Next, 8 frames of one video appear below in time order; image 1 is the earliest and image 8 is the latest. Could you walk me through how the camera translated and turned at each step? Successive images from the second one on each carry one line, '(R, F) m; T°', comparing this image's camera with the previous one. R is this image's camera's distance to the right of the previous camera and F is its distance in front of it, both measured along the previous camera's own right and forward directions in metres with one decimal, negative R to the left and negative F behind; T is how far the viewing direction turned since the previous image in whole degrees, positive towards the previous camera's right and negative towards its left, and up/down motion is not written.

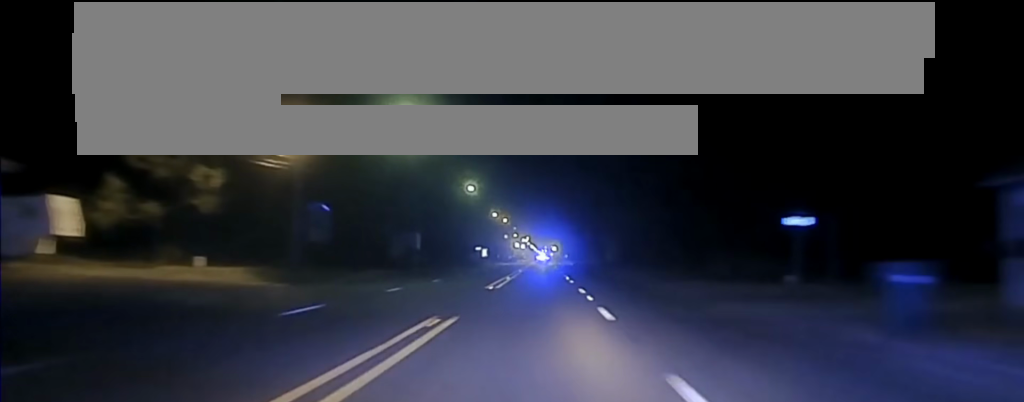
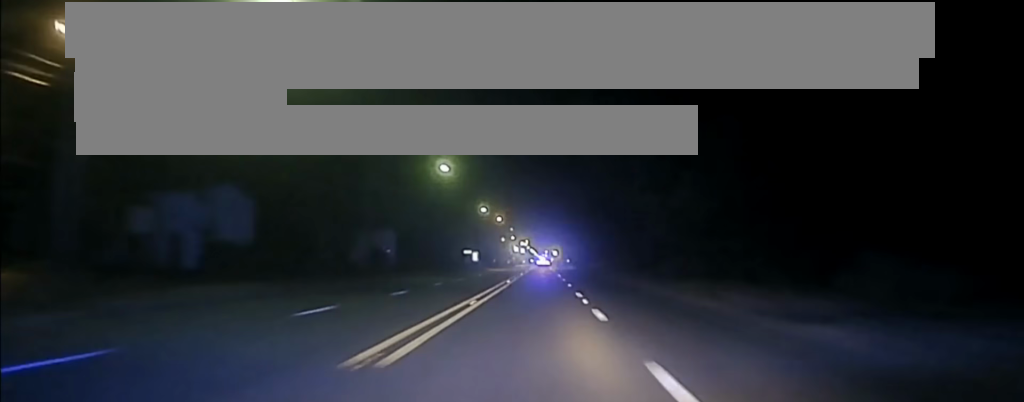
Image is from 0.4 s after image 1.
(0.0, +19.9) m; 0°
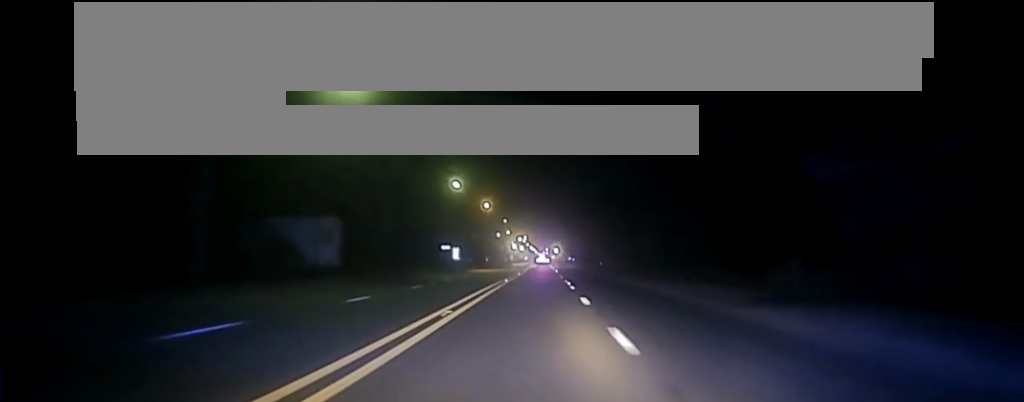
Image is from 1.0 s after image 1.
(-0.1, +31.0) m; 0°
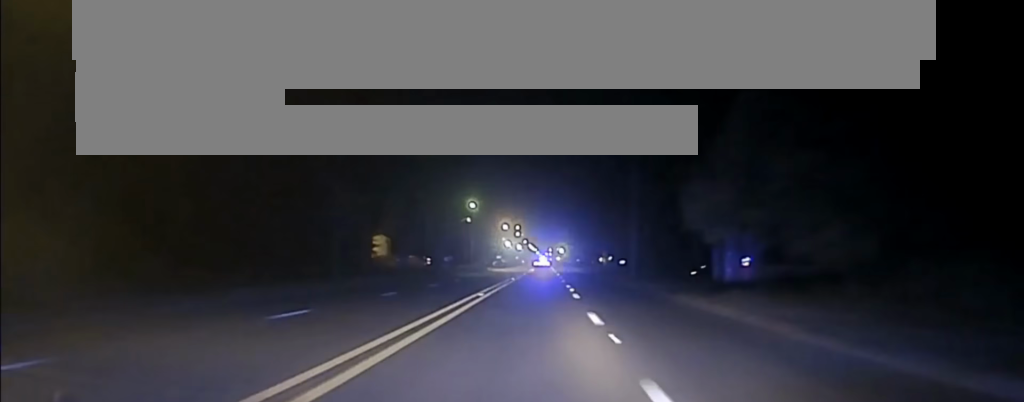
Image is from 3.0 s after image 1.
(-0.1, +117.2) m; 0°
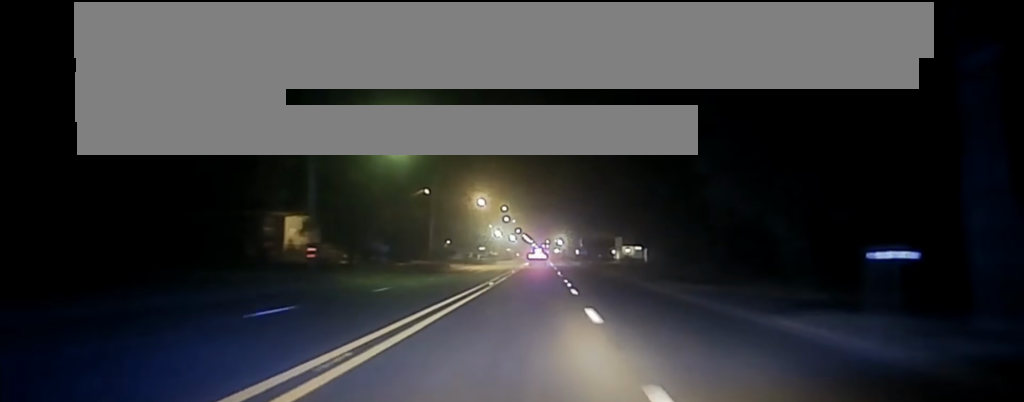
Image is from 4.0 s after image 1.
(0.0, +51.9) m; 0°
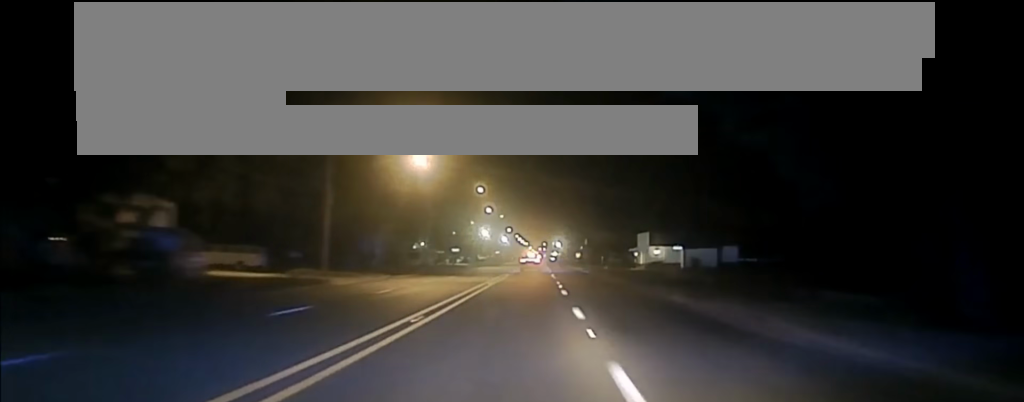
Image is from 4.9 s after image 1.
(+0.1, +46.9) m; 0°
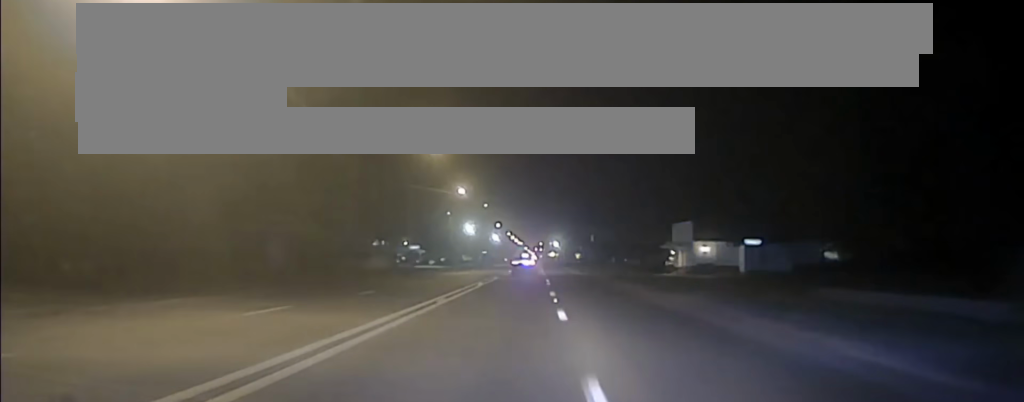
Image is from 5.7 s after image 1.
(+0.1, +35.5) m; 0°
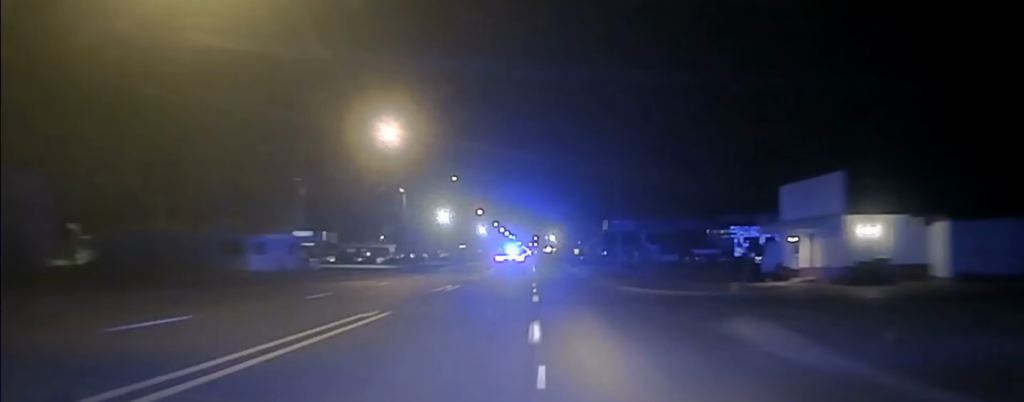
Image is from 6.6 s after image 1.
(0.0, +41.9) m; 0°
